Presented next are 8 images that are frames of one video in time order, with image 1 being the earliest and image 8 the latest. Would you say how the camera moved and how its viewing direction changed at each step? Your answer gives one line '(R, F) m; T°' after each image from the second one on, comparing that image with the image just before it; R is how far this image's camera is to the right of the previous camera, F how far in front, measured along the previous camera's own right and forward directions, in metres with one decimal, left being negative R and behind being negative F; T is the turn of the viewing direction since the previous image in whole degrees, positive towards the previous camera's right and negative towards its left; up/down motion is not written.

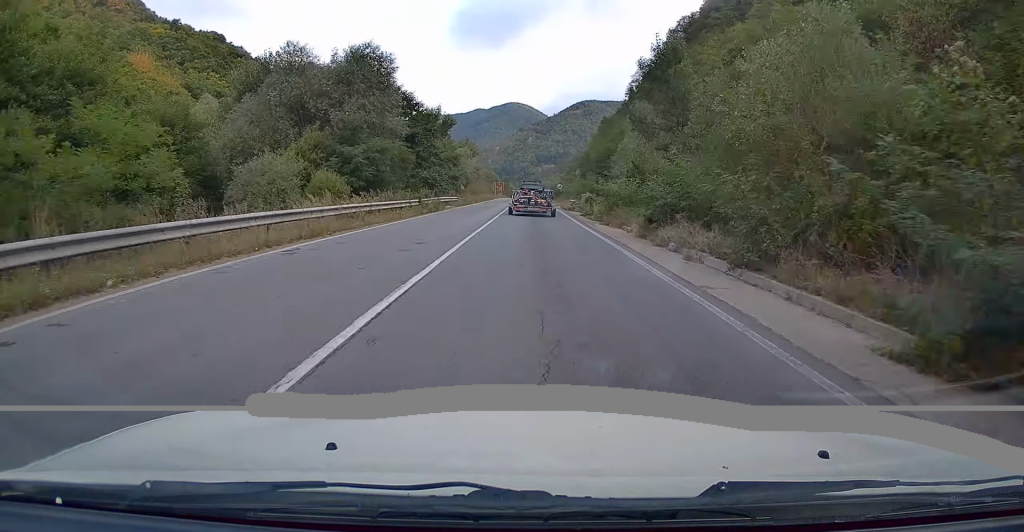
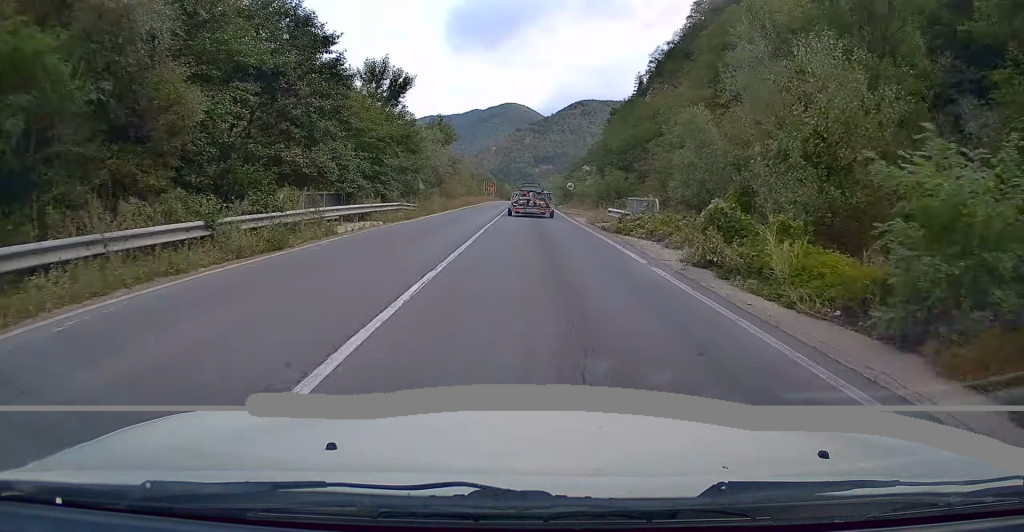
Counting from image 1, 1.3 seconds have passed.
(-0.1, +23.7) m; -1°
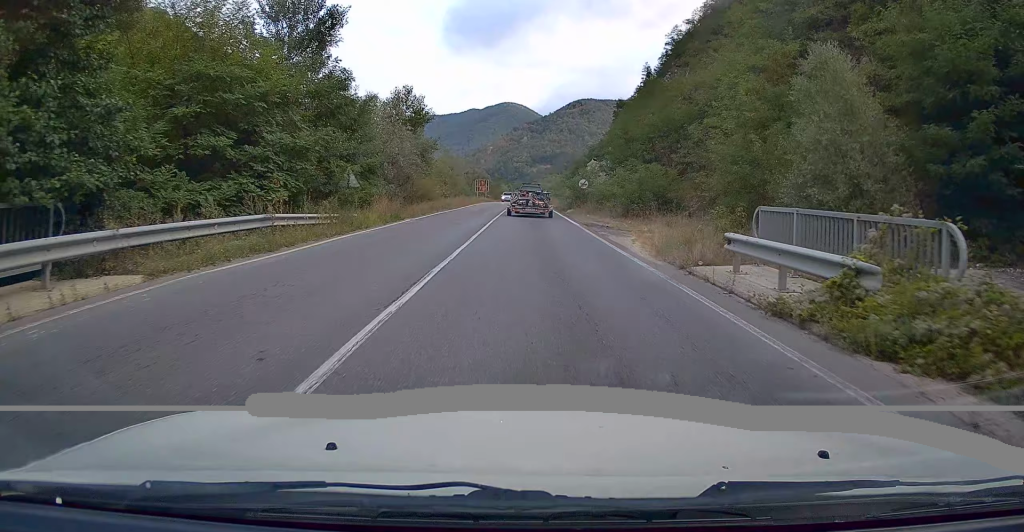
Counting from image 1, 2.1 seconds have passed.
(-0.1, +15.4) m; 0°
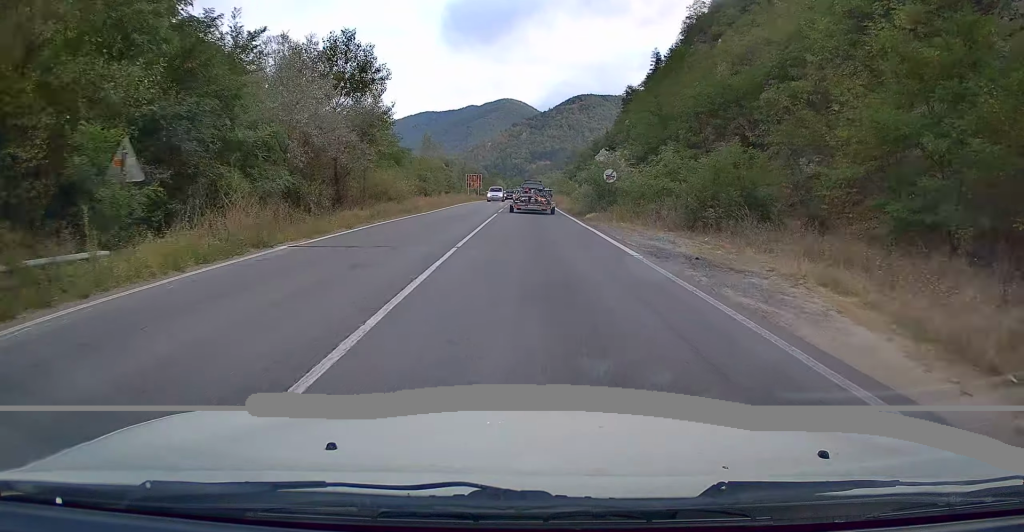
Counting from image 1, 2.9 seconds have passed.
(0.0, +14.4) m; 0°
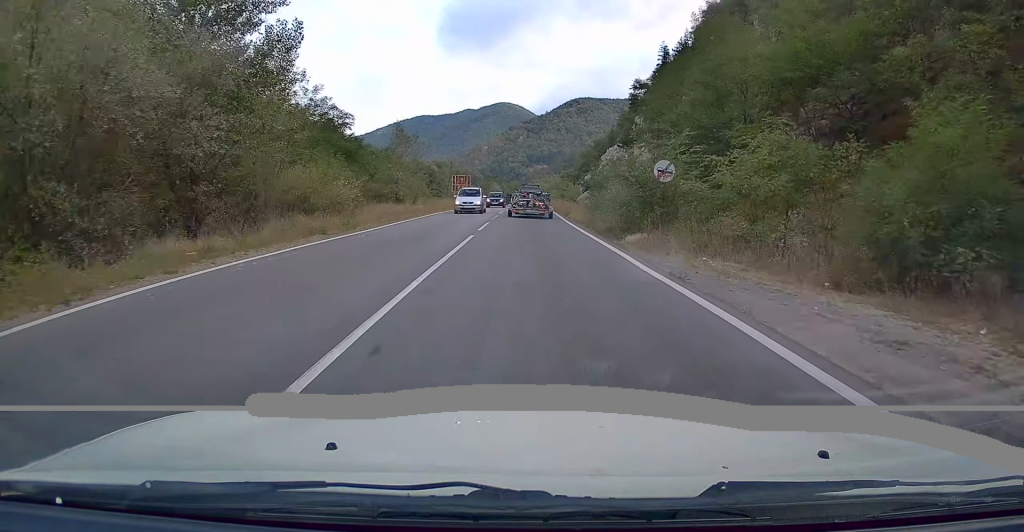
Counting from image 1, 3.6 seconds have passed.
(+0.1, +12.8) m; 0°
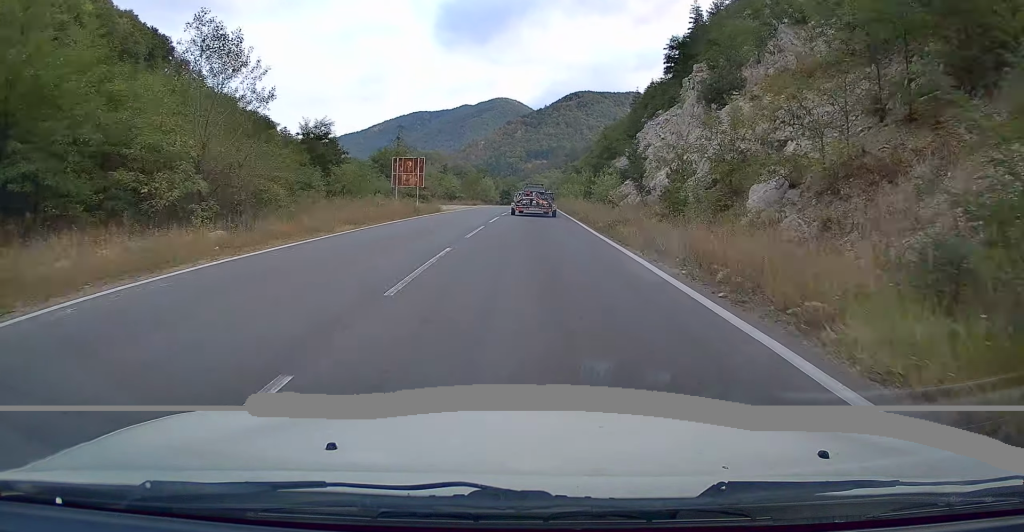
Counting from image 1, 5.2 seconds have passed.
(+0.1, +31.3) m; +1°
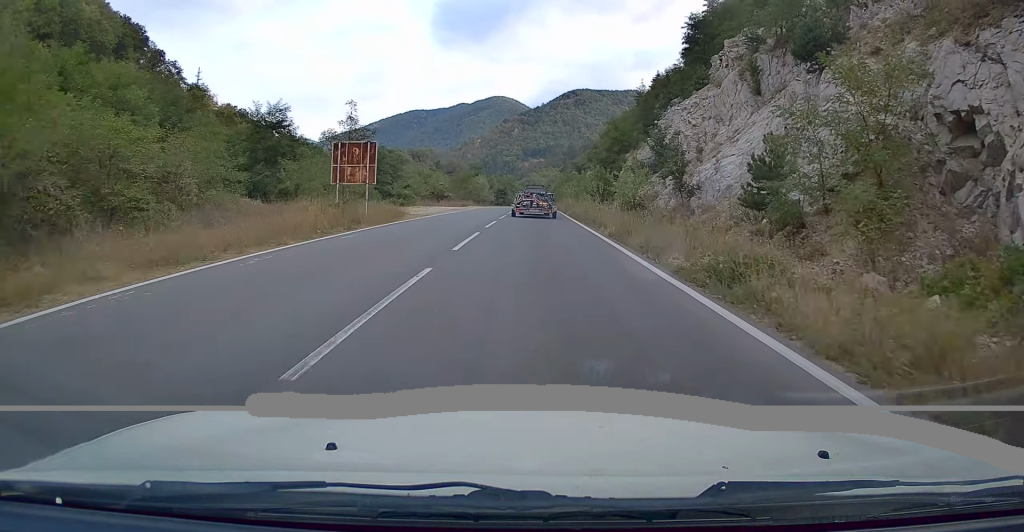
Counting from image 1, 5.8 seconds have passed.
(+0.1, +12.2) m; +1°
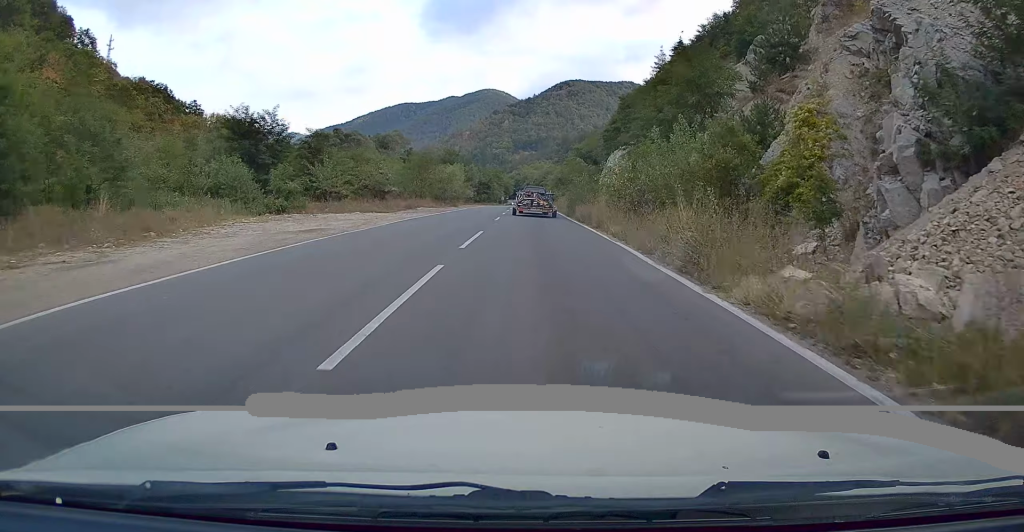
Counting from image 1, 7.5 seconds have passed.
(+0.3, +37.1) m; +1°
